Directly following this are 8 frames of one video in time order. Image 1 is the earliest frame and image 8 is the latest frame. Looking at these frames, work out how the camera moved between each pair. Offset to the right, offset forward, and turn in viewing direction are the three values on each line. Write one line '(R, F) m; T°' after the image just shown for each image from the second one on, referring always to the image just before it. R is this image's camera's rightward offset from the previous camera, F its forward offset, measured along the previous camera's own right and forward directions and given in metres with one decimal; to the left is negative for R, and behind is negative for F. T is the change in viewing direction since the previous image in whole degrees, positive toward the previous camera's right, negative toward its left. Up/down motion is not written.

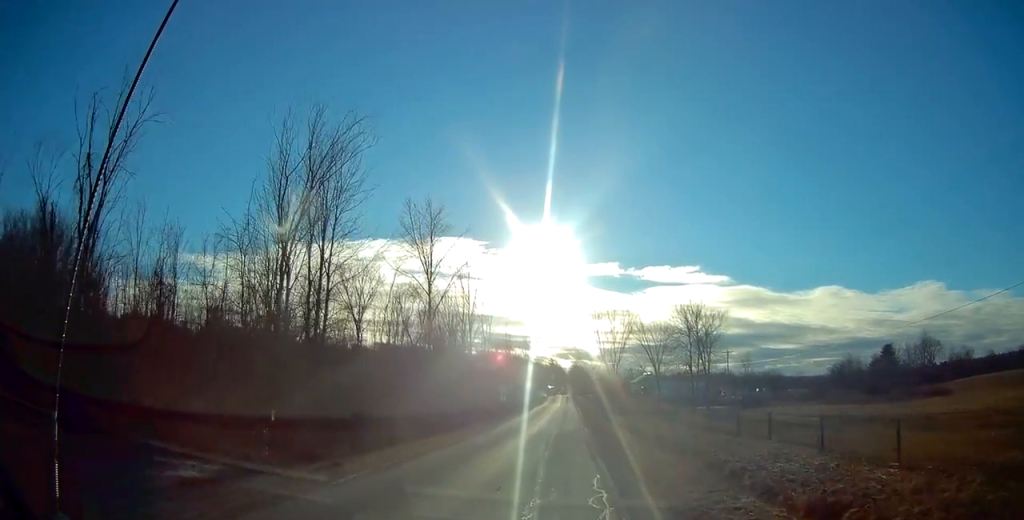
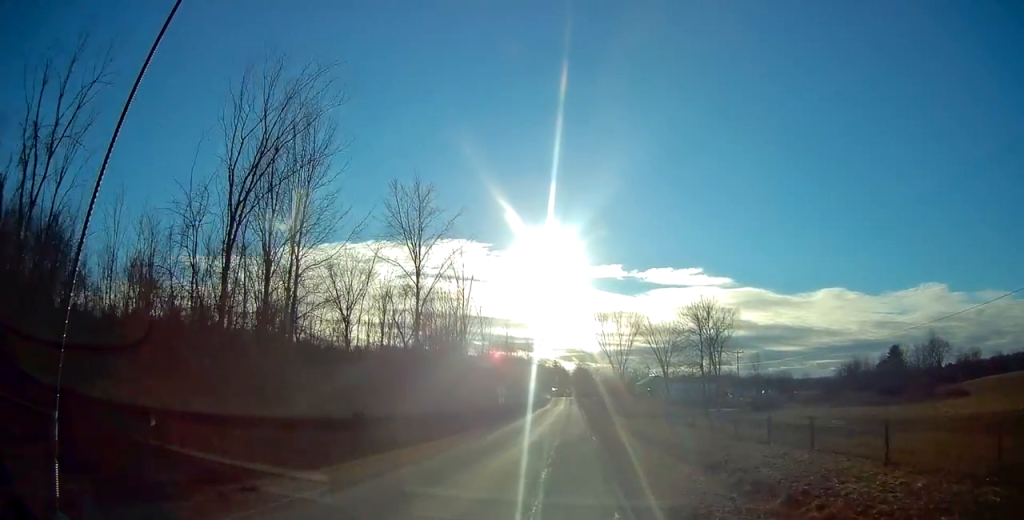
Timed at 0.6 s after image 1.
(-0.2, +4.2) m; -1°
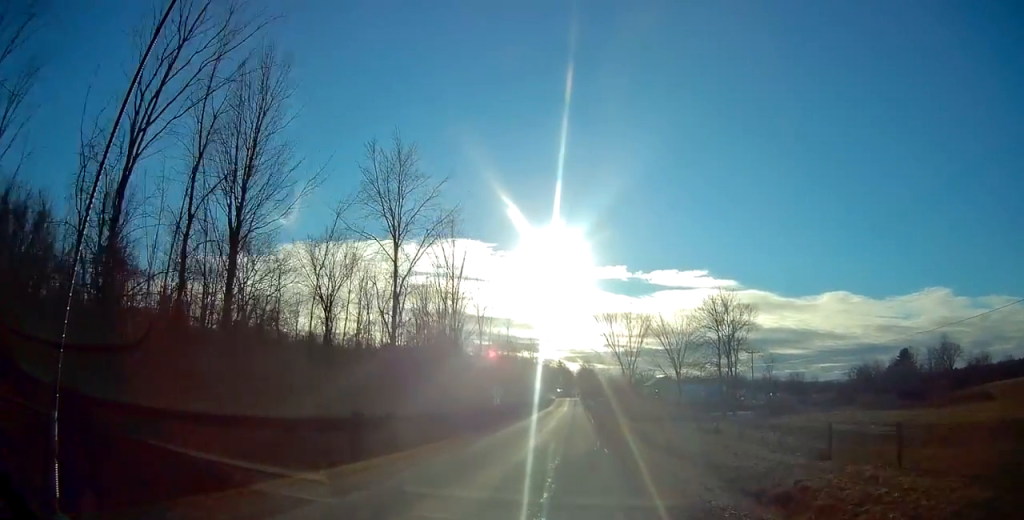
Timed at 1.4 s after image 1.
(+0.2, +6.0) m; +2°
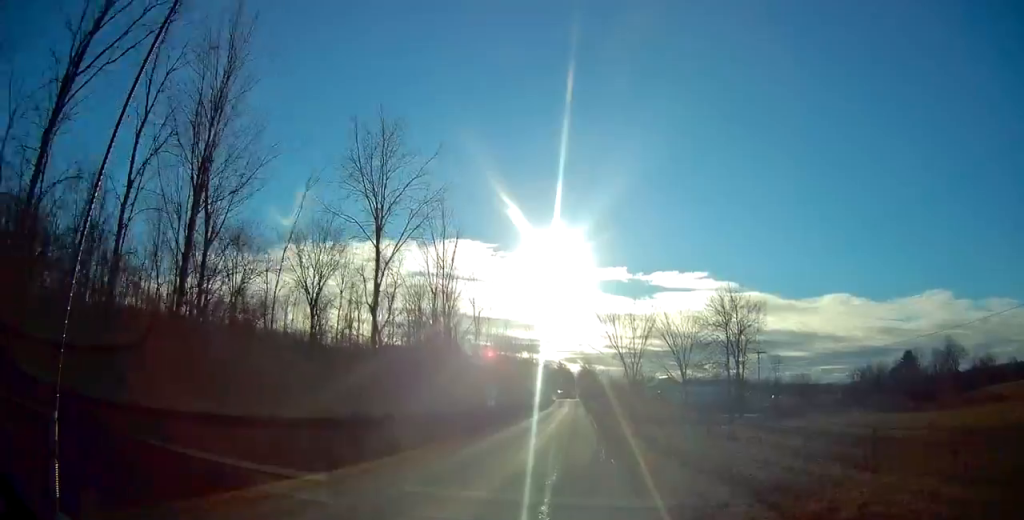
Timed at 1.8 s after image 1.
(0.0, +3.3) m; 0°
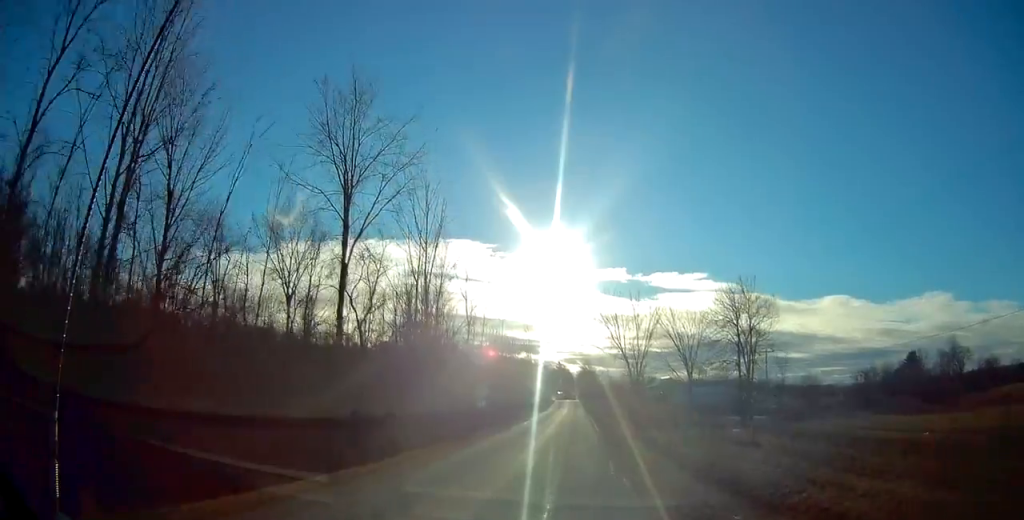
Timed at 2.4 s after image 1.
(+0.1, +4.2) m; -1°
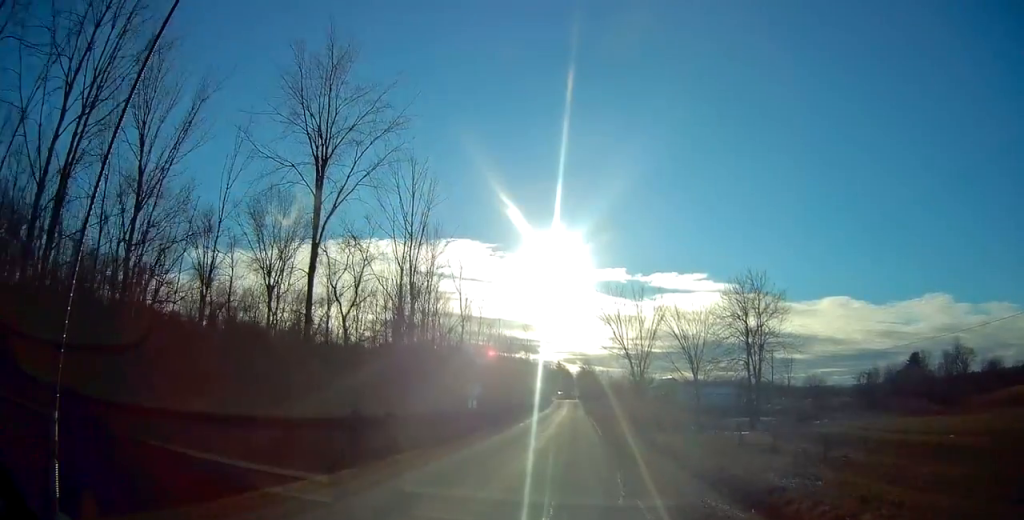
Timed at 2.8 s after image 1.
(0.0, +3.0) m; 0°
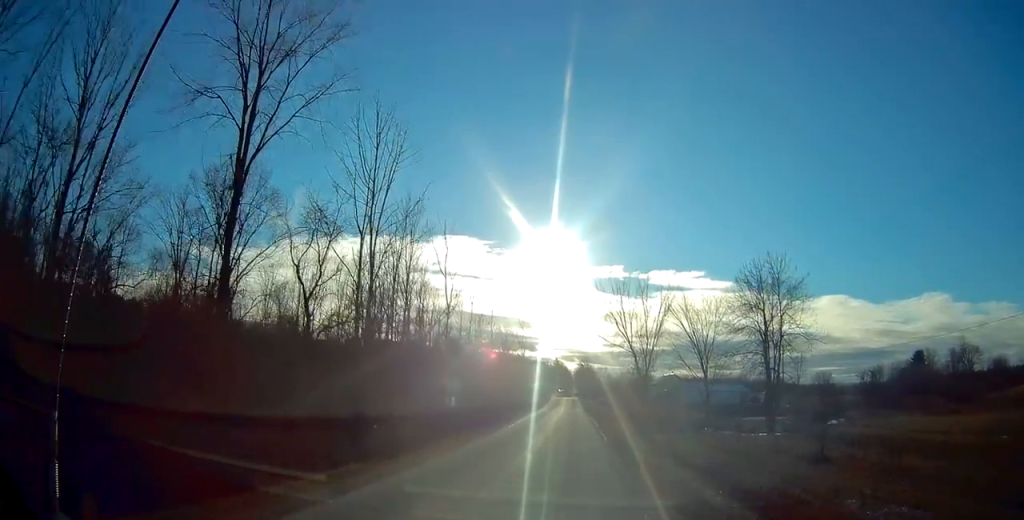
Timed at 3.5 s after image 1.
(-0.2, +5.5) m; 0°
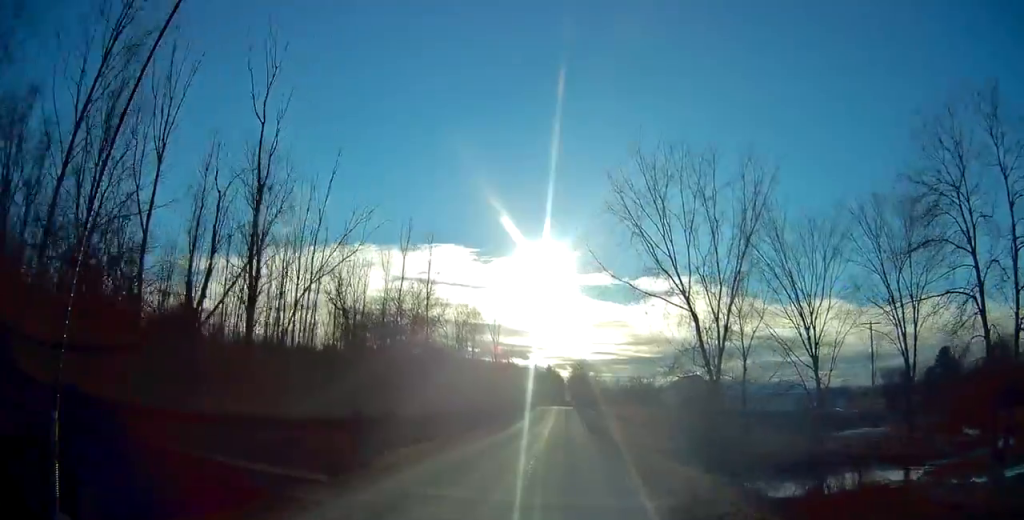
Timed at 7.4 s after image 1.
(+0.5, +28.3) m; +3°
